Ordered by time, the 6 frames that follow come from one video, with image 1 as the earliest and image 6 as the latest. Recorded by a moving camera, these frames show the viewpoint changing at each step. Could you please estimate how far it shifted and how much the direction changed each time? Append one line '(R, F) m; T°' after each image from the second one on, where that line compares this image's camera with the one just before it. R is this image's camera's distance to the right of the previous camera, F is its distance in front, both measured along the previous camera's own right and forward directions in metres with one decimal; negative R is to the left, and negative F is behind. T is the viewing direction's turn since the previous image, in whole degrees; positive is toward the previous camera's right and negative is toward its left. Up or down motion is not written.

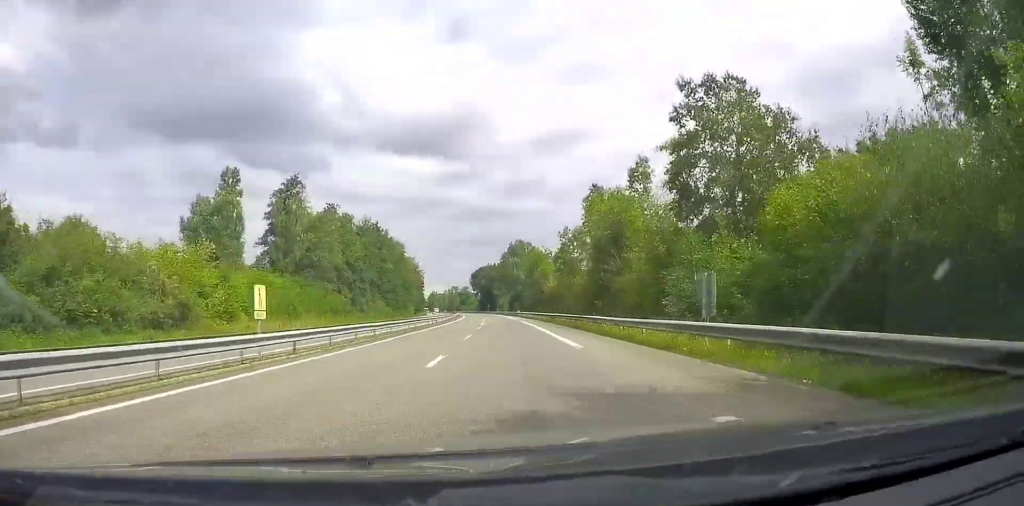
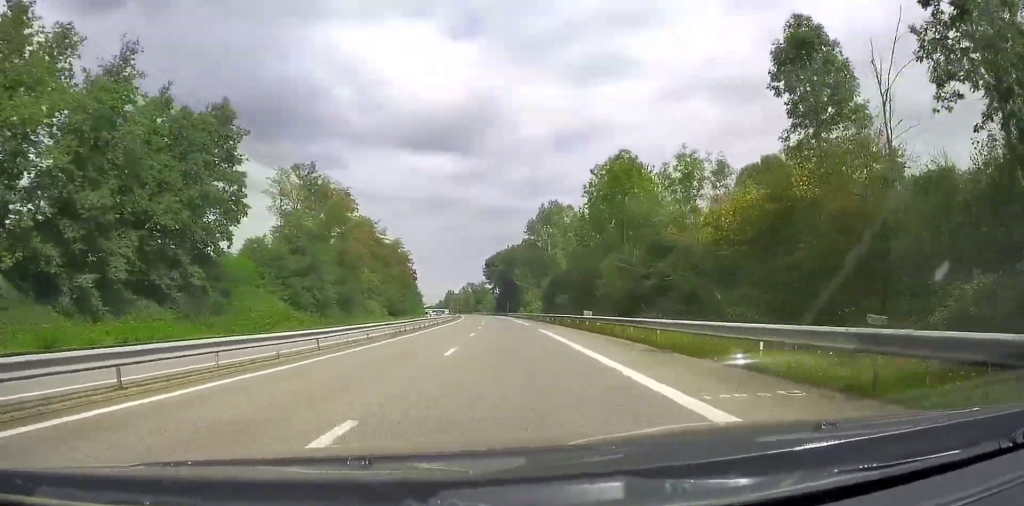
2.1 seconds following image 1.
(-2.0, +73.2) m; -4°
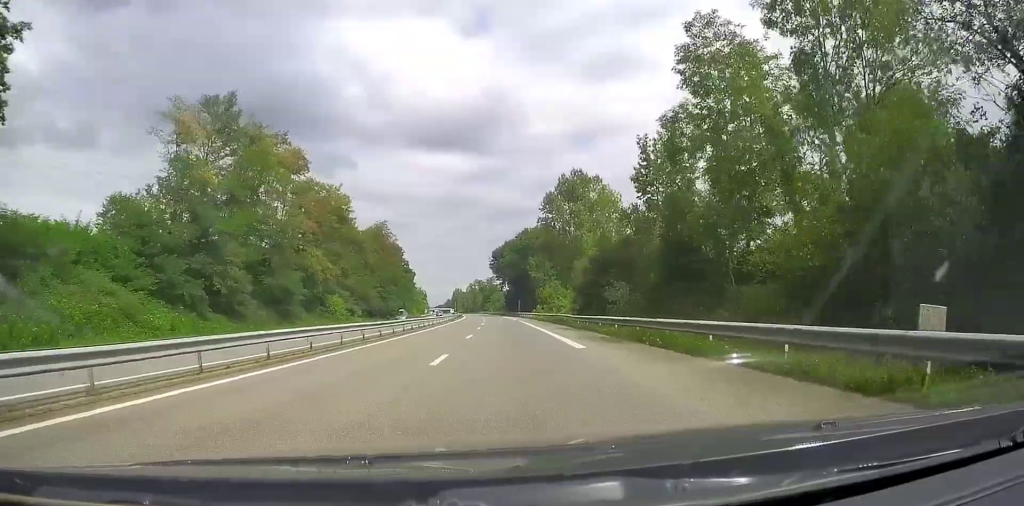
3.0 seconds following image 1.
(-0.1, +28.7) m; 0°
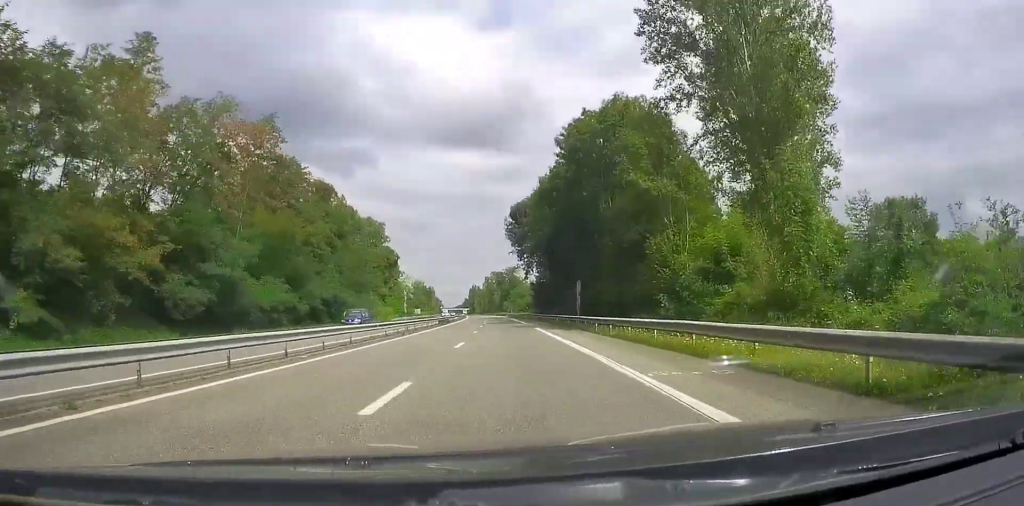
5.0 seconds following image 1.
(-0.8, +70.0) m; -2°
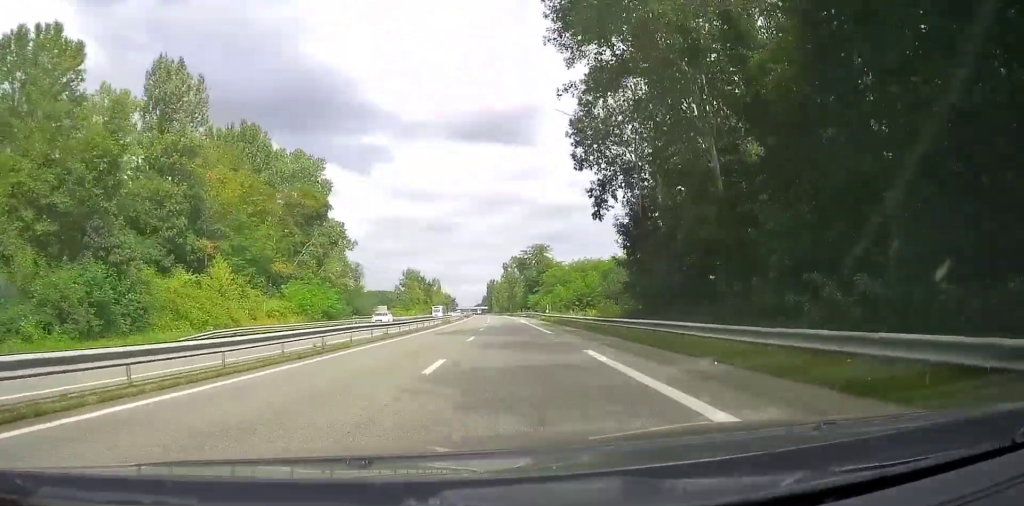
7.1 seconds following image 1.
(-2.4, +72.0) m; -2°
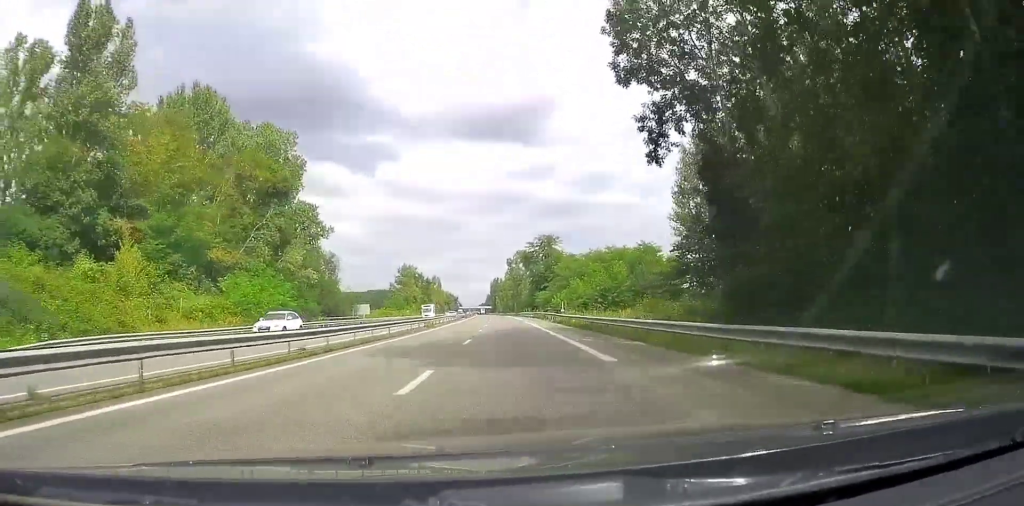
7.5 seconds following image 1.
(+0.1, +15.6) m; 0°
